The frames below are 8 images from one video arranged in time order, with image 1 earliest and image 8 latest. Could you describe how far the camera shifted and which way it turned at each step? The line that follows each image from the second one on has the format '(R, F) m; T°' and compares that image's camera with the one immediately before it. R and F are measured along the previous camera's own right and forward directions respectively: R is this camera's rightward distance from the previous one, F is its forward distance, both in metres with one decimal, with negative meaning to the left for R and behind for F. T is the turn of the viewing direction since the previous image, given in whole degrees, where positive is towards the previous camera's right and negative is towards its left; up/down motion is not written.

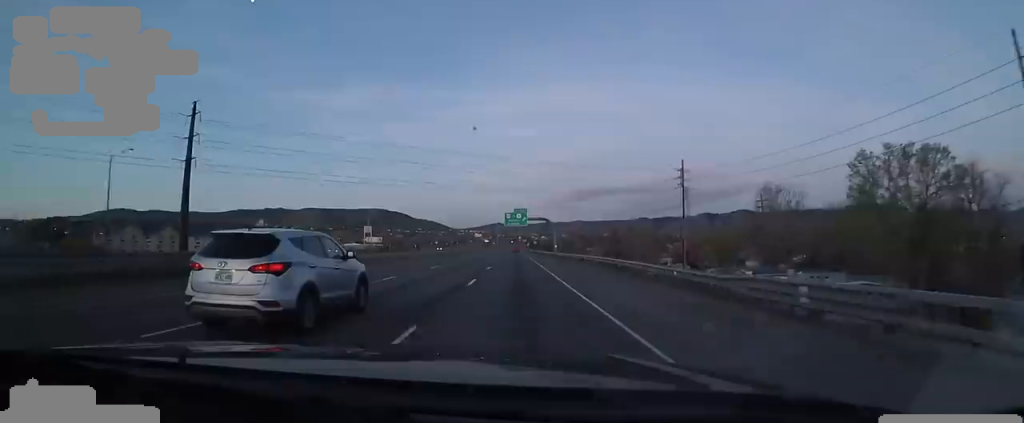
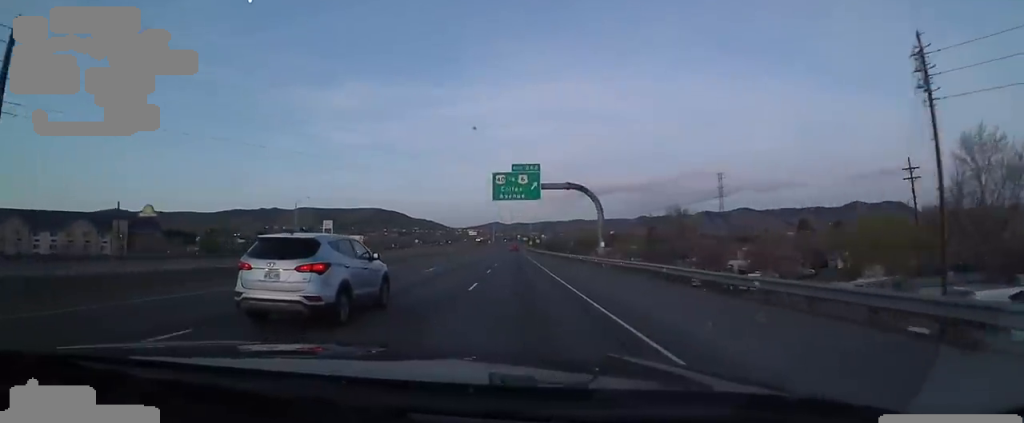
(-1.2, +50.4) m; -1°
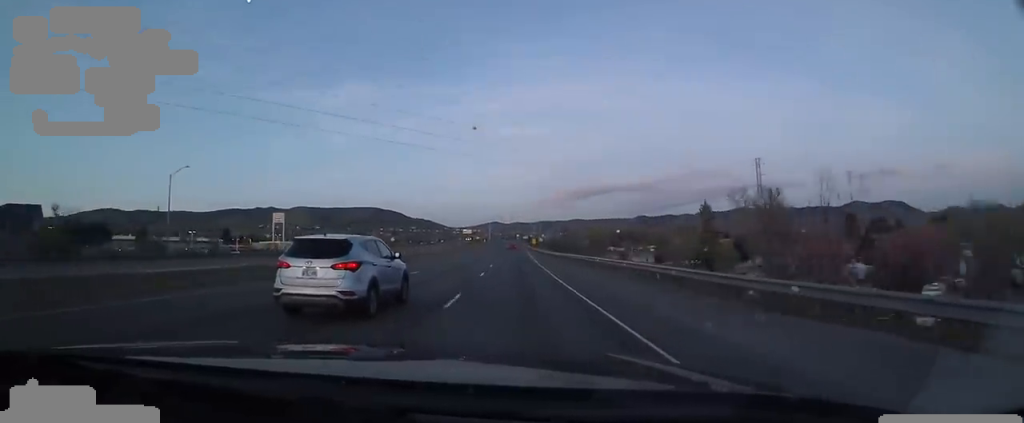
(+1.3, +40.1) m; +2°
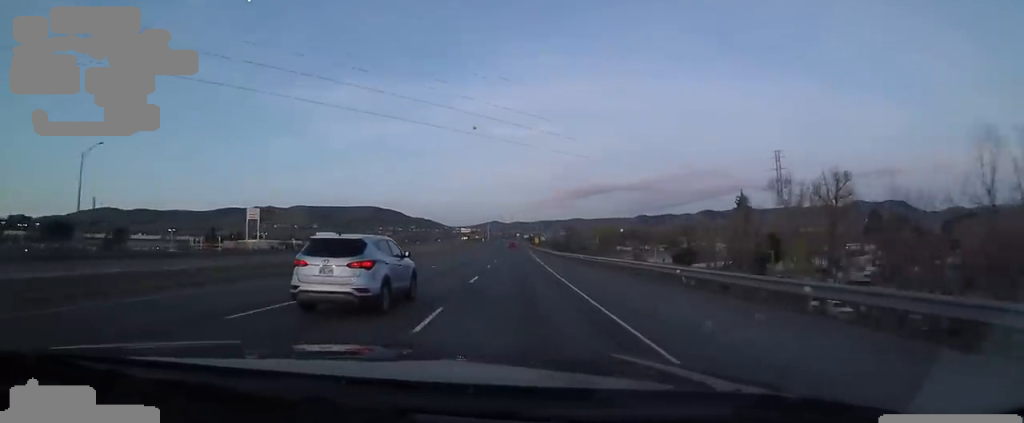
(-0.1, +15.9) m; -1°
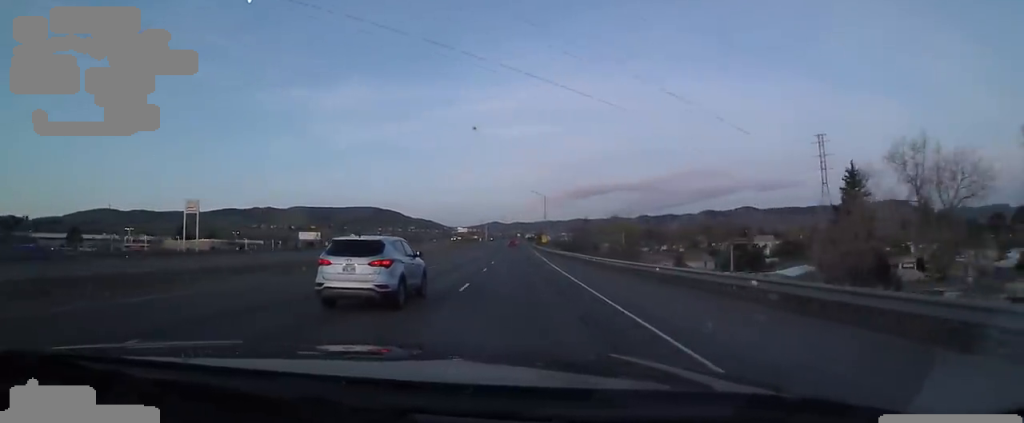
(-0.7, +28.6) m; -2°
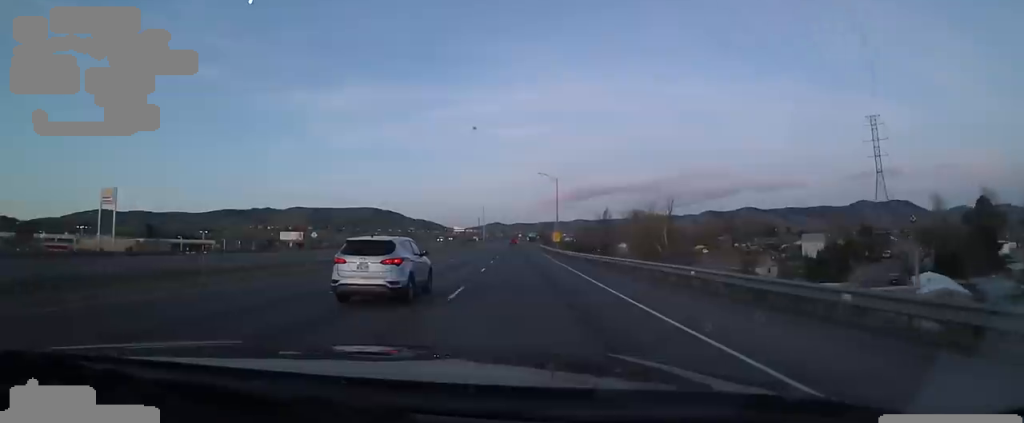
(-0.7, +26.5) m; +1°
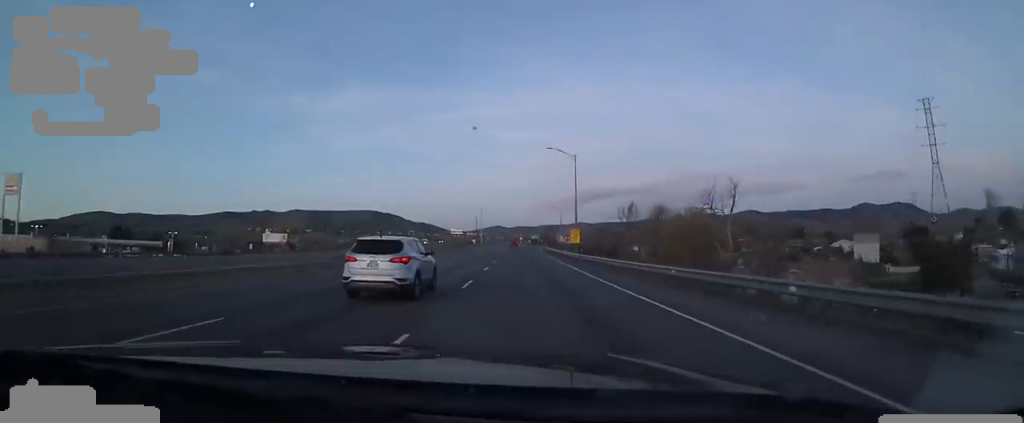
(+1.2, +21.1) m; +1°
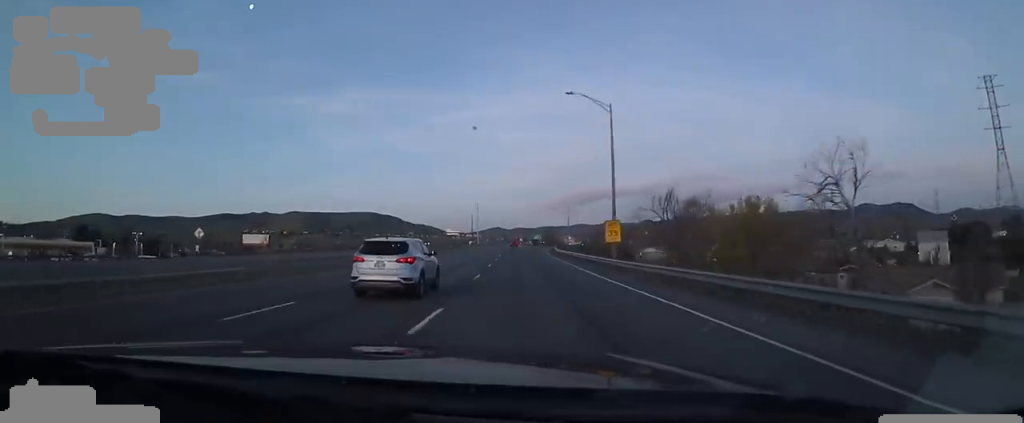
(0.0, +20.0) m; -1°
